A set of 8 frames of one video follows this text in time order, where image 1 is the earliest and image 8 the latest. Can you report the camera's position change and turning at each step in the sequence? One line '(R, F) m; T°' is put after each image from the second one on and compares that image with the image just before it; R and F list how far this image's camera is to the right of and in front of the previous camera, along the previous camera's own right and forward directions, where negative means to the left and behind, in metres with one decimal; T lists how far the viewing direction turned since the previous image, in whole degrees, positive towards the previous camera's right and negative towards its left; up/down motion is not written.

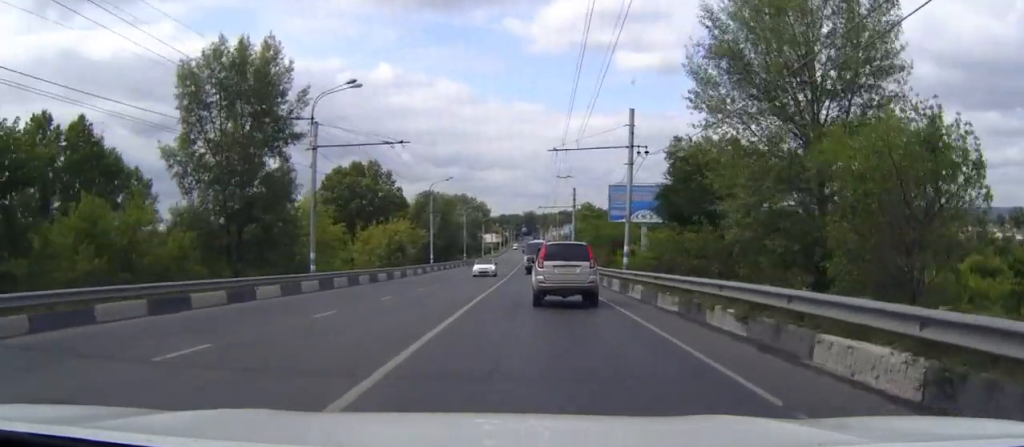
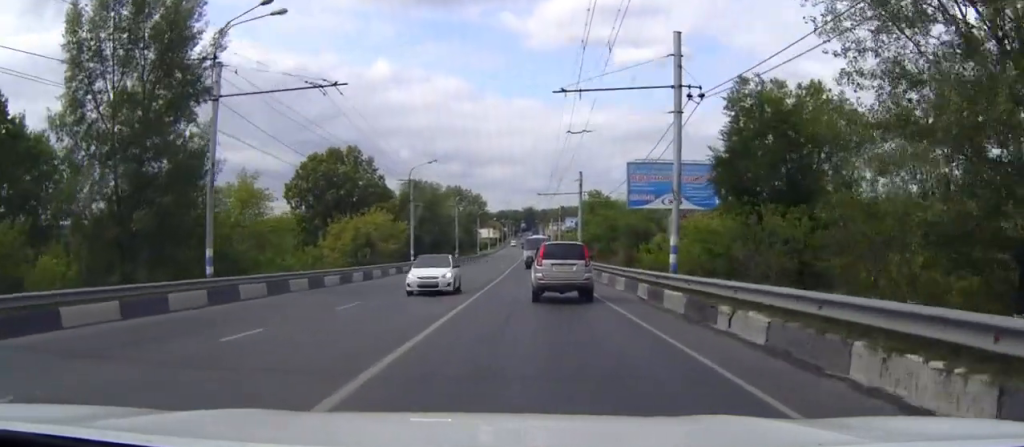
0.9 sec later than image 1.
(0.0, +13.3) m; 0°
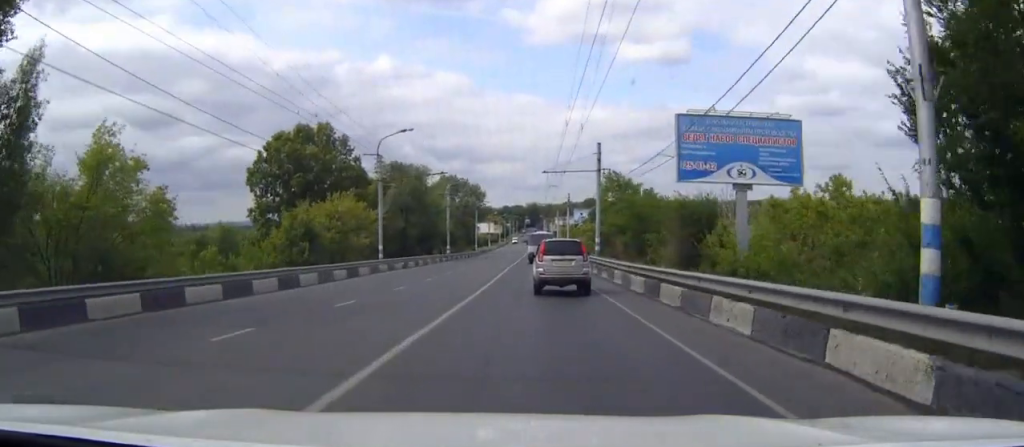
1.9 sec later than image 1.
(0.0, +16.7) m; 0°
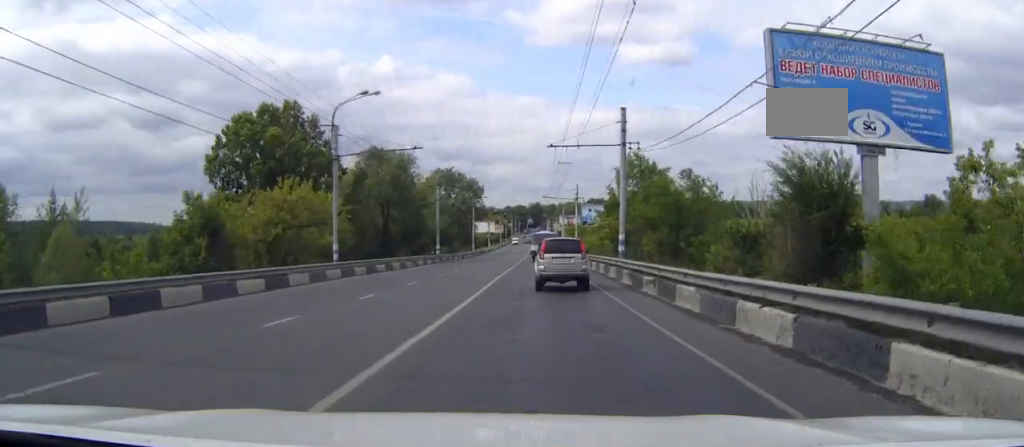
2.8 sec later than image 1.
(0.0, +13.8) m; 0°
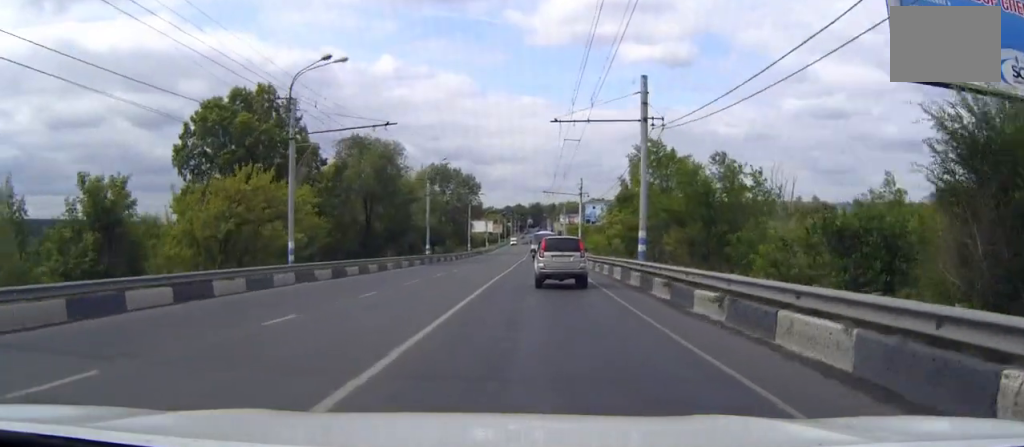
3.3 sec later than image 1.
(0.0, +8.0) m; 0°
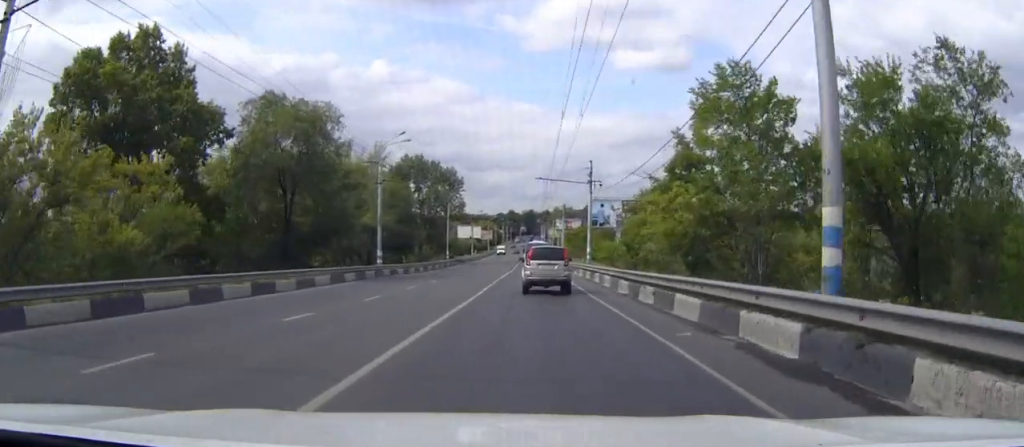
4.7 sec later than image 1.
(0.0, +22.3) m; 0°
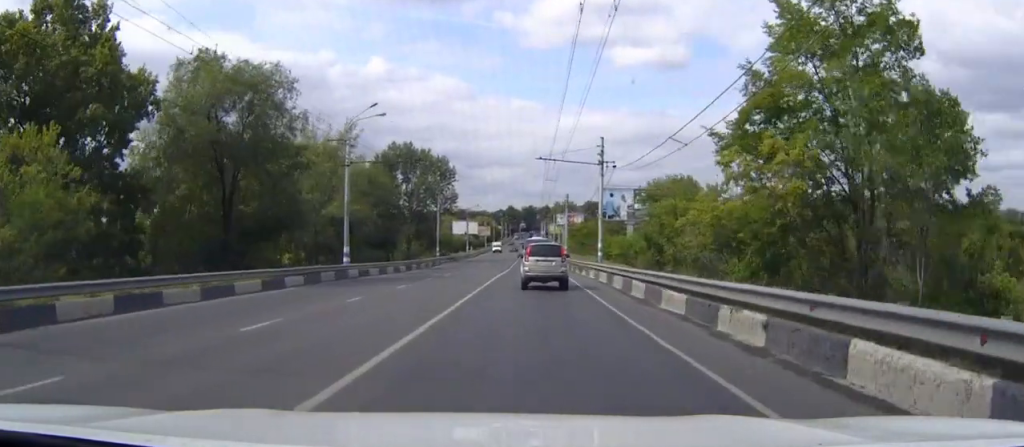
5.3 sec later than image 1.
(0.0, +10.4) m; 0°
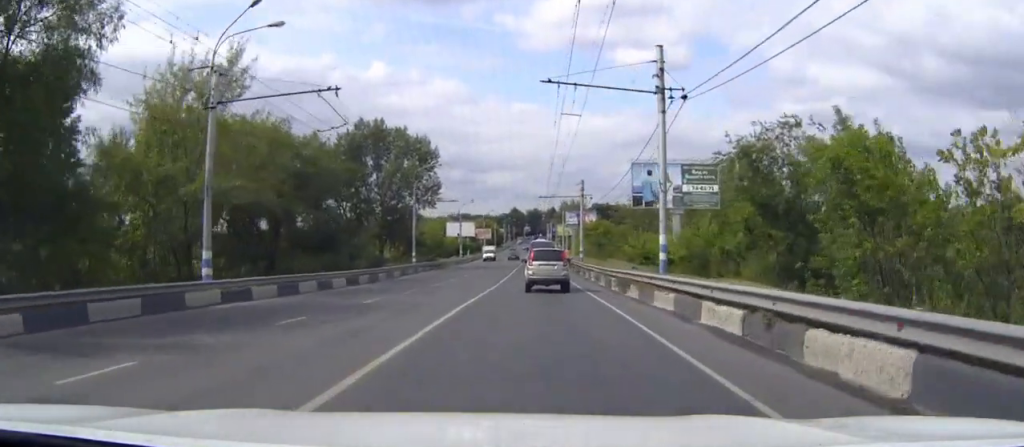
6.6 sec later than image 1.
(0.0, +22.2) m; 0°
